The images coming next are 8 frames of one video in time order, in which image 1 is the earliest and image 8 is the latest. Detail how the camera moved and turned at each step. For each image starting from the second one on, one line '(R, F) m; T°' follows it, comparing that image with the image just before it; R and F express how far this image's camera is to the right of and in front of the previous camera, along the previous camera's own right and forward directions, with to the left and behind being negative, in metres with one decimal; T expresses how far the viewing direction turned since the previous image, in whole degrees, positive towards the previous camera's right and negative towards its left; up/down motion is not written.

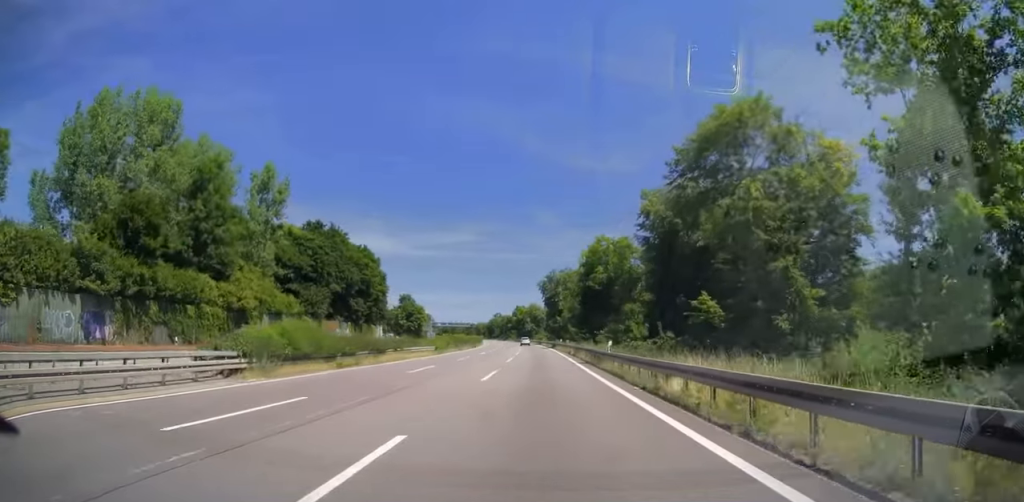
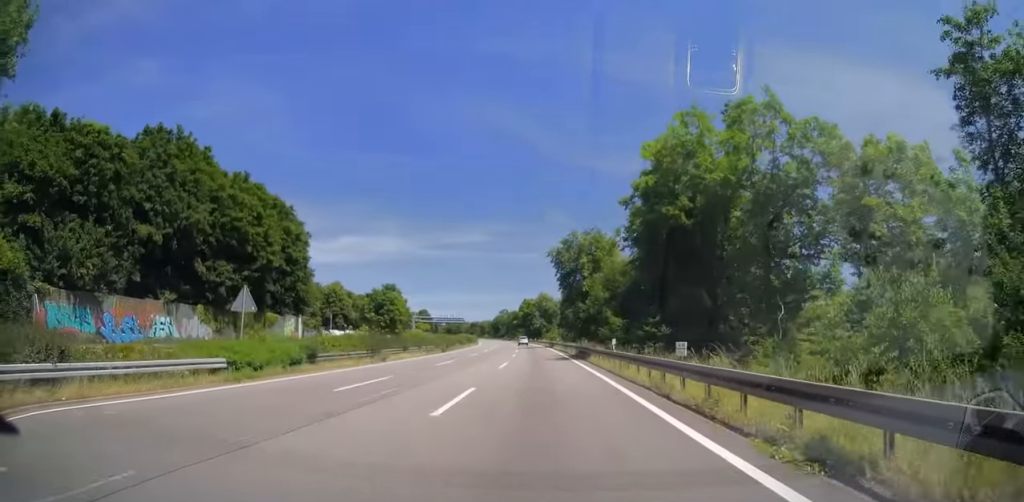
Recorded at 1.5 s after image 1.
(-0.6, +45.4) m; -1°
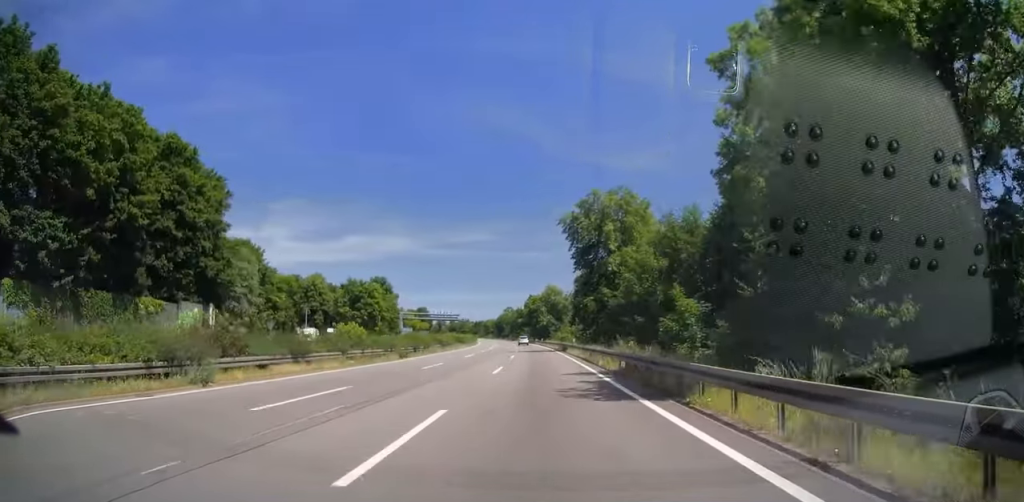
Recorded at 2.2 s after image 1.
(-0.1, +23.2) m; 0°
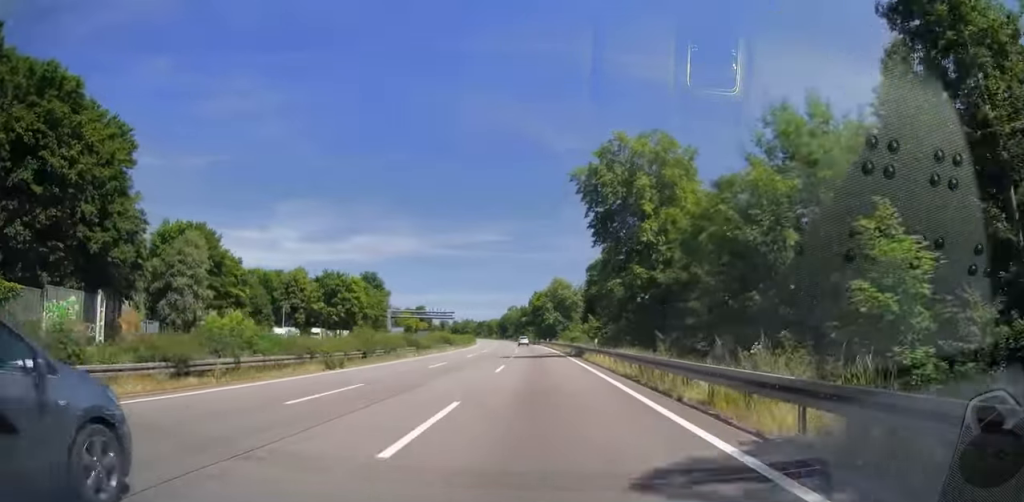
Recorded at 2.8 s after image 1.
(0.0, +16.5) m; -1°
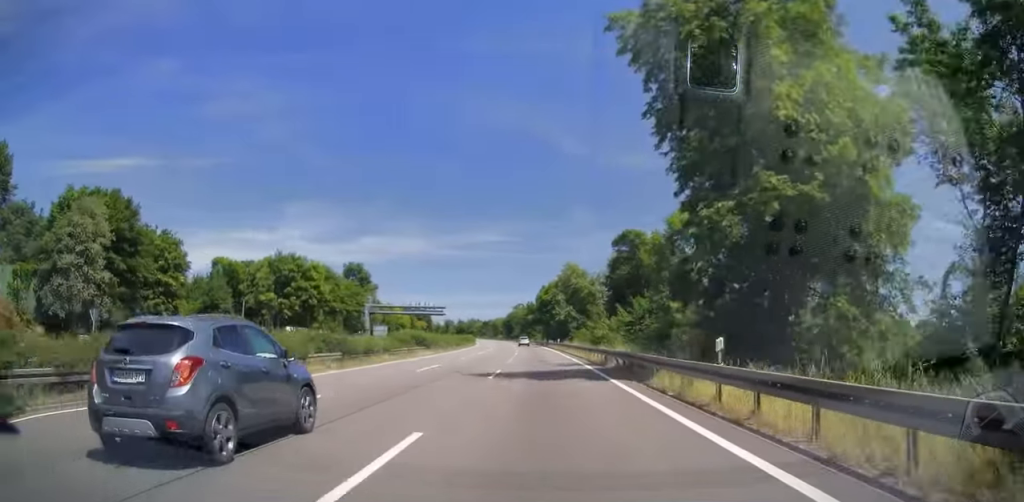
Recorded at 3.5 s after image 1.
(-0.1, +22.2) m; -1°
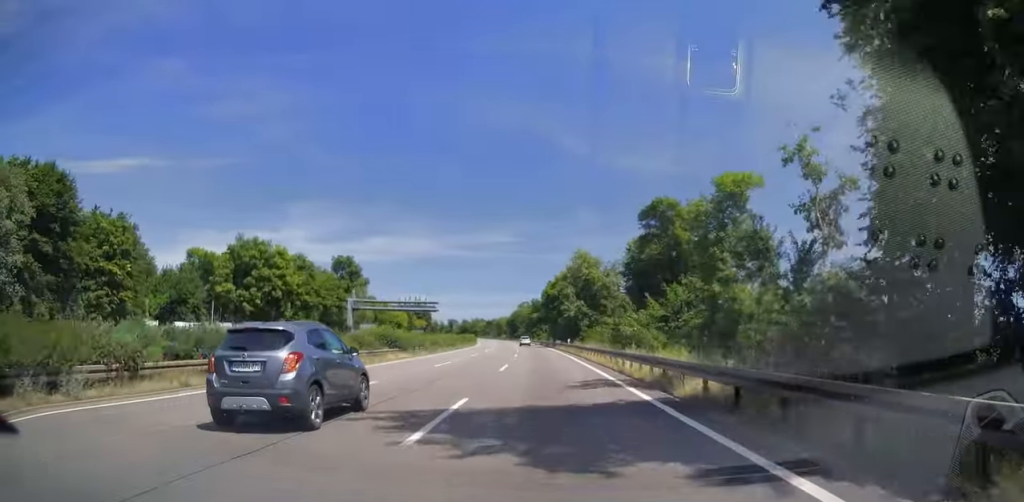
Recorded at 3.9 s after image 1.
(-0.1, +12.9) m; 0°
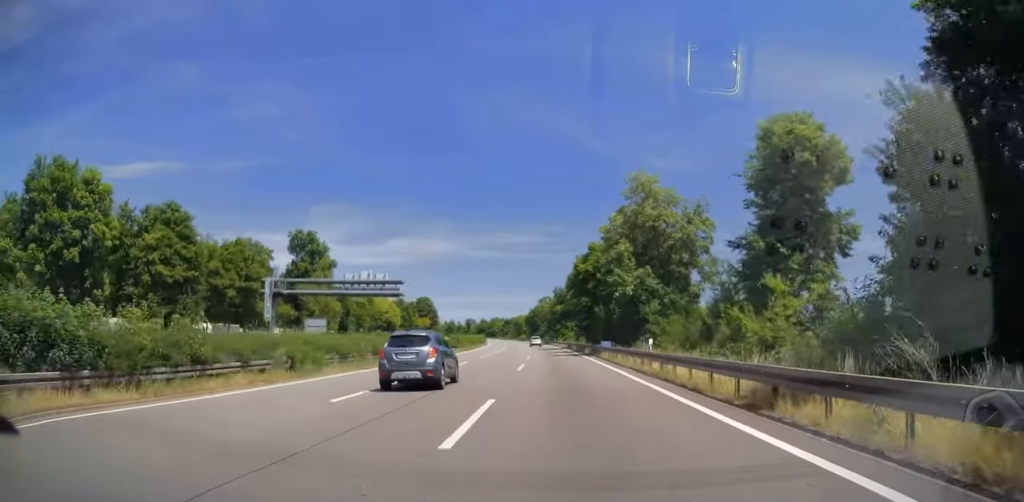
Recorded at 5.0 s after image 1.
(-0.4, +36.1) m; -2°
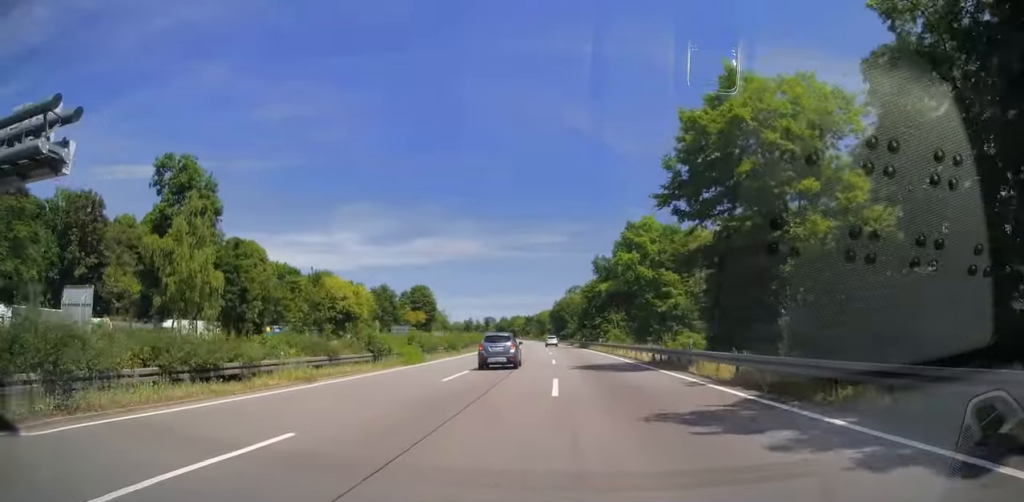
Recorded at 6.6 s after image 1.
(-1.1, +47.4) m; -2°
